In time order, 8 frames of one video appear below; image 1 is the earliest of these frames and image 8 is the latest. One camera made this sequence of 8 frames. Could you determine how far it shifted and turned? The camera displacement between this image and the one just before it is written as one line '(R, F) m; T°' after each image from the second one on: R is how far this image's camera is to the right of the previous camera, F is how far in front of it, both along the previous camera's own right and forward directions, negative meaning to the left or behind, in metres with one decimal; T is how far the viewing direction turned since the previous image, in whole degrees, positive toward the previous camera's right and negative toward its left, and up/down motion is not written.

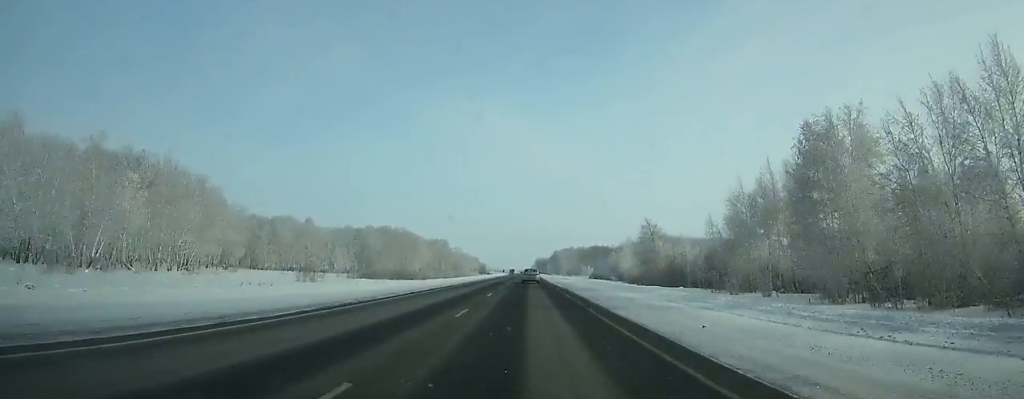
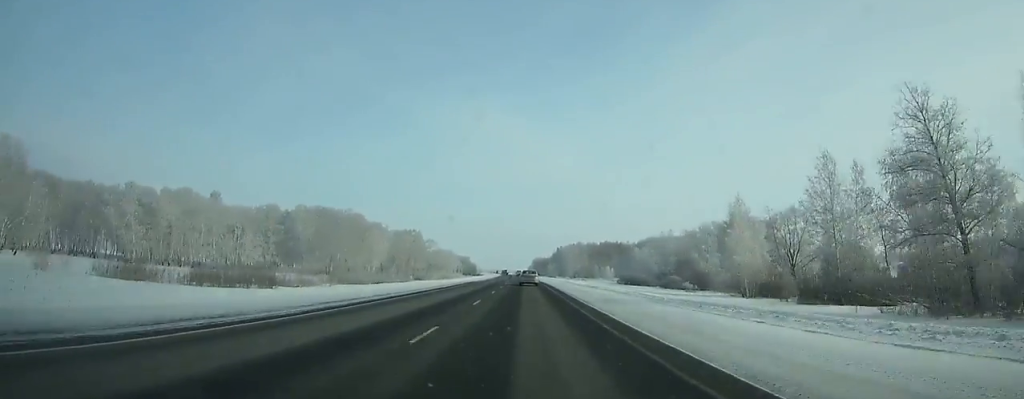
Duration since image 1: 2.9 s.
(+0.1, +77.1) m; 0°
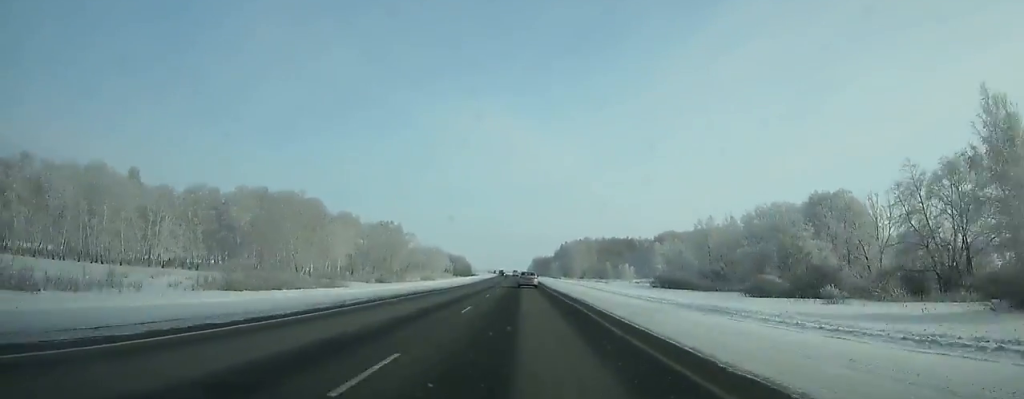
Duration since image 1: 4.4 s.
(+0.1, +39.7) m; 0°
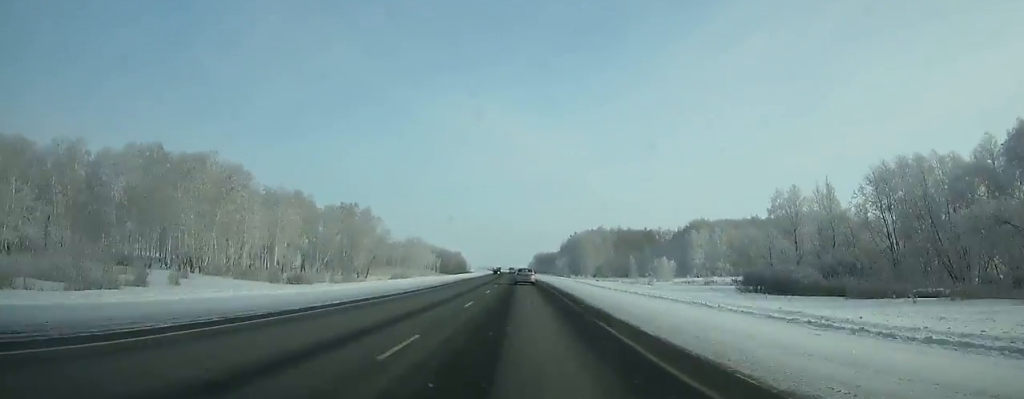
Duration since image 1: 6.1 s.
(-0.2, +44.5) m; 0°
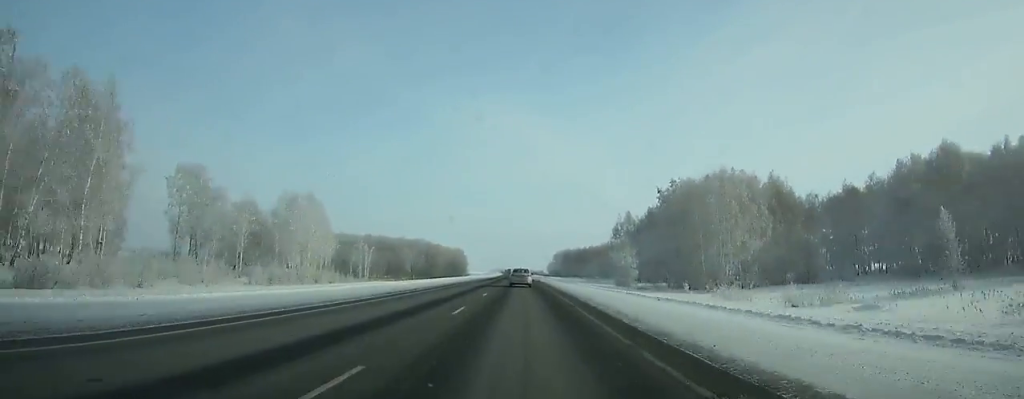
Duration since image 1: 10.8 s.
(-1.3, +121.5) m; -1°
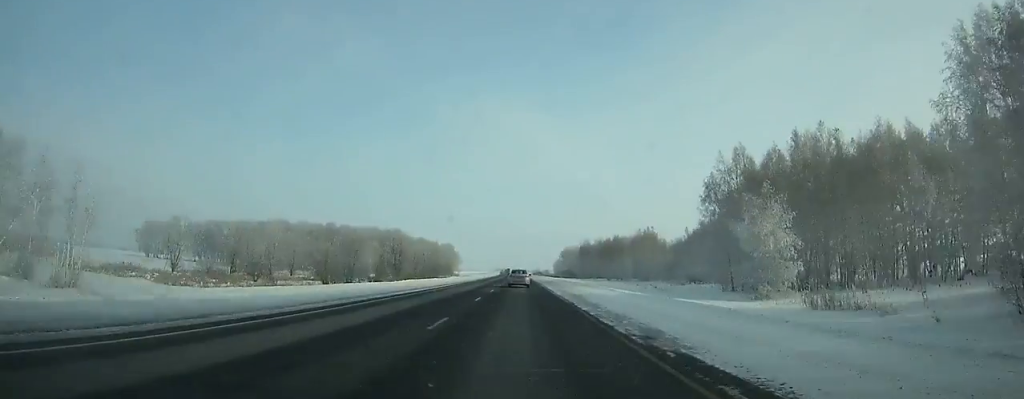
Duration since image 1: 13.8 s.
(-0.1, +76.4) m; 0°
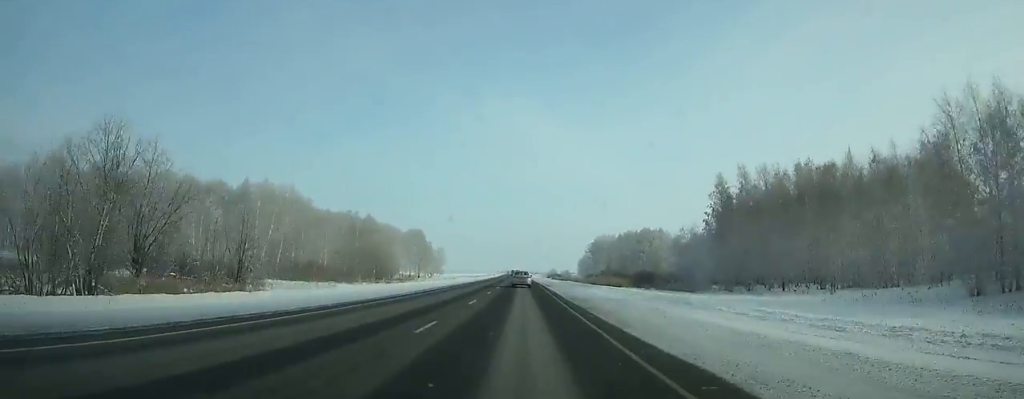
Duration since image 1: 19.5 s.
(-1.1, +144.3) m; -1°
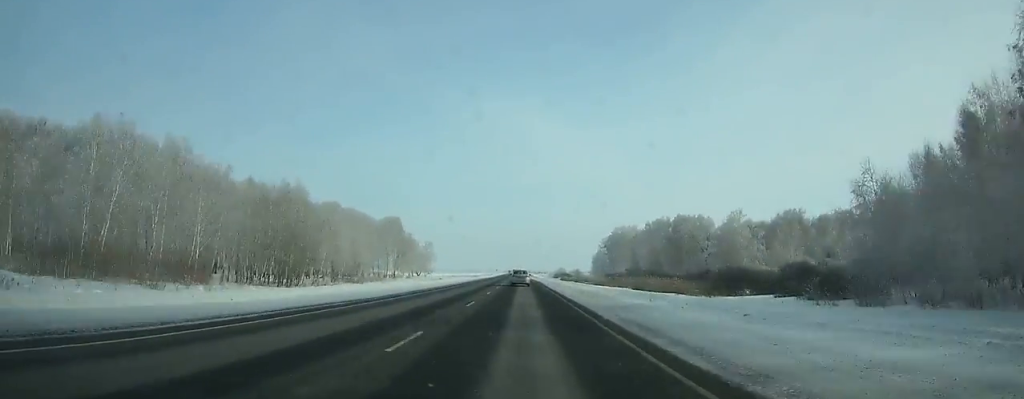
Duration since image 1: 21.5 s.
(-0.1, +50.4) m; 0°
